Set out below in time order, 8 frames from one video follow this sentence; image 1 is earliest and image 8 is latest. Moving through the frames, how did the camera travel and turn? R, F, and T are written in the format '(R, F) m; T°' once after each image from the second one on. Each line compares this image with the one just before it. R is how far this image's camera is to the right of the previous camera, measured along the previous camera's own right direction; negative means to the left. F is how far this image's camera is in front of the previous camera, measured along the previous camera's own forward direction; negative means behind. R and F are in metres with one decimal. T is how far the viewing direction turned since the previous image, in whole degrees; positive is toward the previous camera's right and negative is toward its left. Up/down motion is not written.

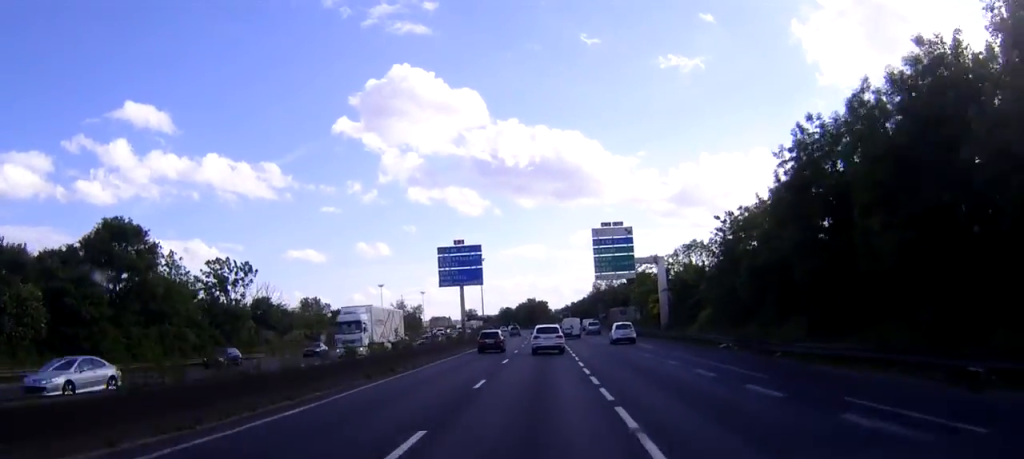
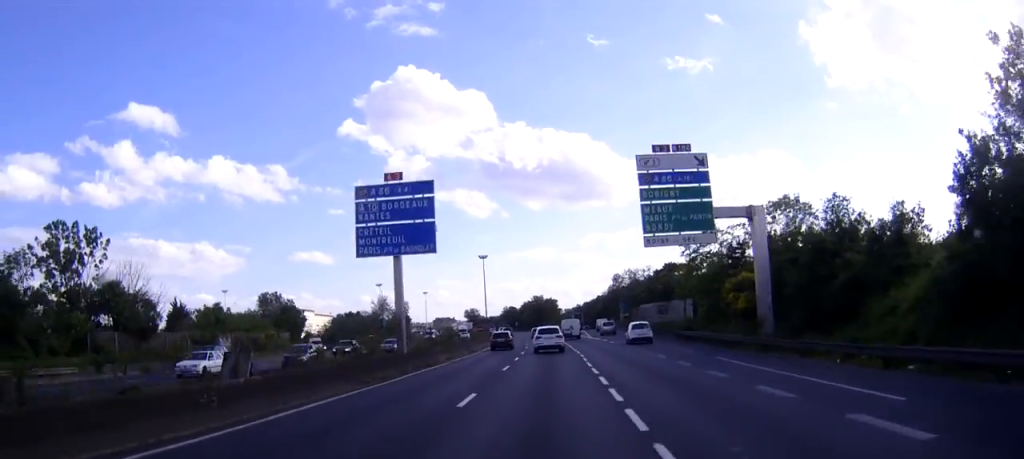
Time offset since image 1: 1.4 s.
(-0.3, +32.6) m; -1°
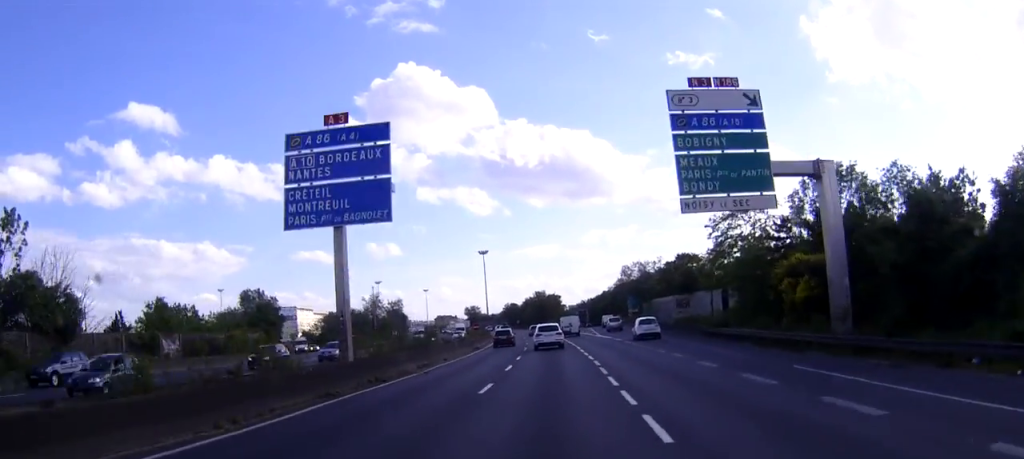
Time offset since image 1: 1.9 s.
(0.0, +11.0) m; 0°
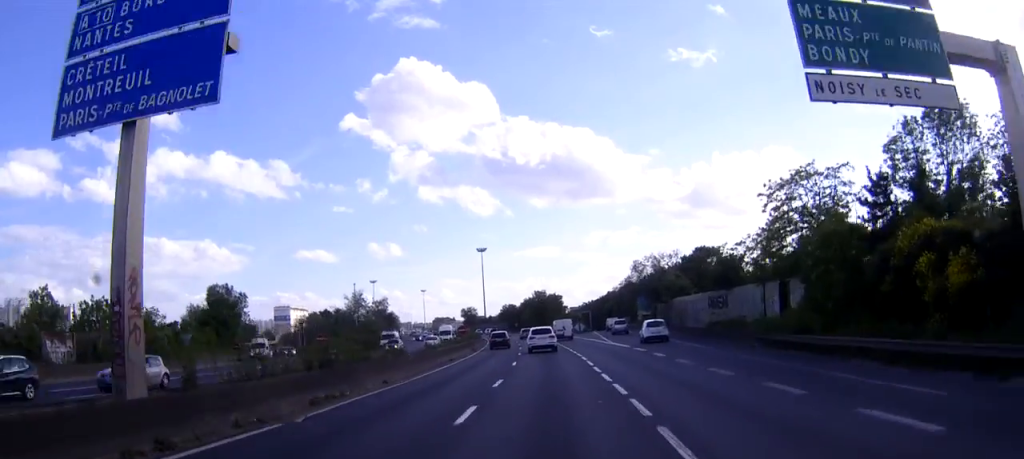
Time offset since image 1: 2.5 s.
(-0.1, +14.9) m; 0°
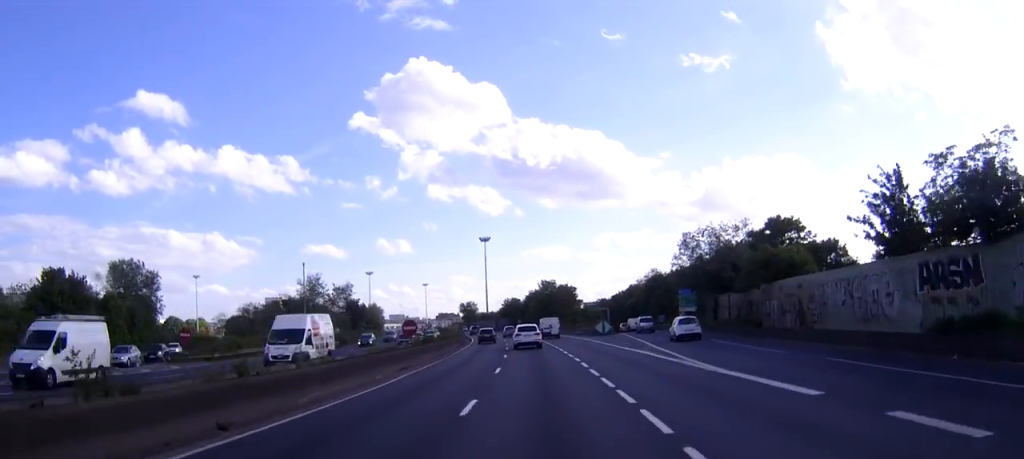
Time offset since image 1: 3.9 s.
(-0.2, +33.7) m; -1°
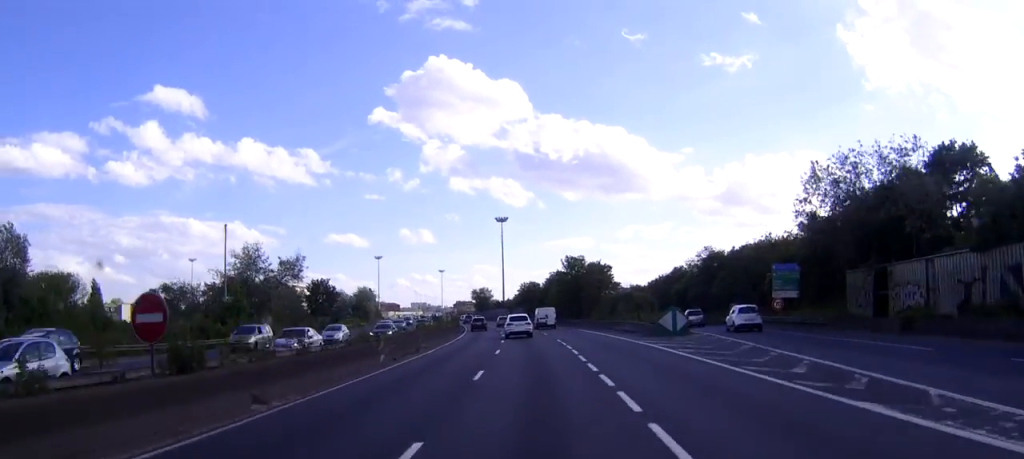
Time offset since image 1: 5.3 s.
(-0.3, +33.3) m; -1°
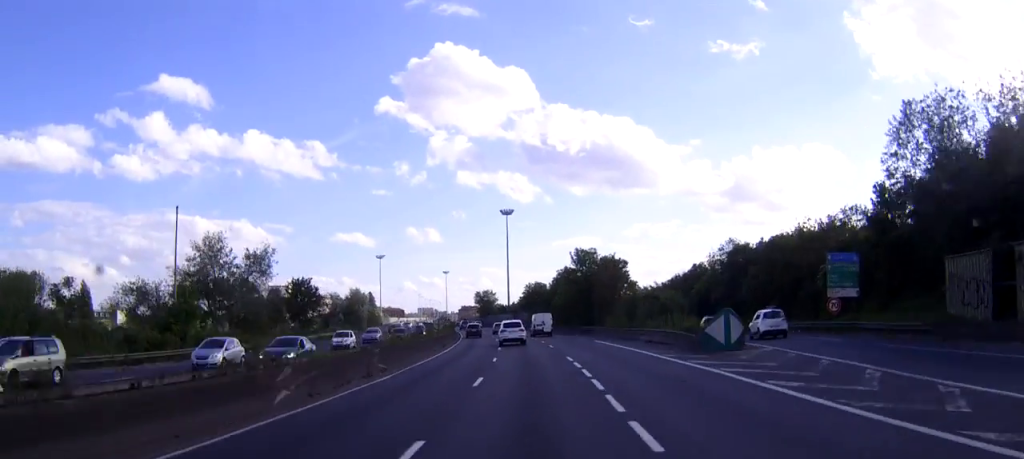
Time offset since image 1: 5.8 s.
(-0.1, +12.1) m; -1°
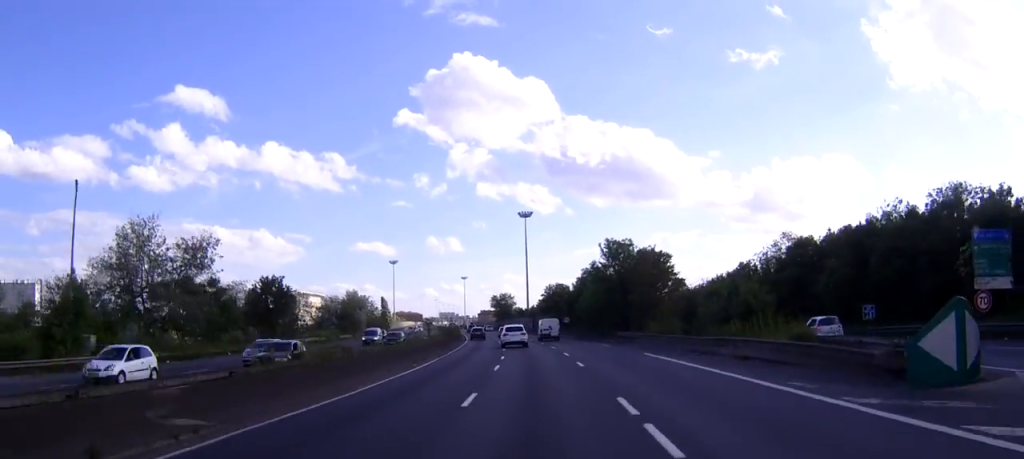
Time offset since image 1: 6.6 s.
(-0.2, +18.4) m; -1°
